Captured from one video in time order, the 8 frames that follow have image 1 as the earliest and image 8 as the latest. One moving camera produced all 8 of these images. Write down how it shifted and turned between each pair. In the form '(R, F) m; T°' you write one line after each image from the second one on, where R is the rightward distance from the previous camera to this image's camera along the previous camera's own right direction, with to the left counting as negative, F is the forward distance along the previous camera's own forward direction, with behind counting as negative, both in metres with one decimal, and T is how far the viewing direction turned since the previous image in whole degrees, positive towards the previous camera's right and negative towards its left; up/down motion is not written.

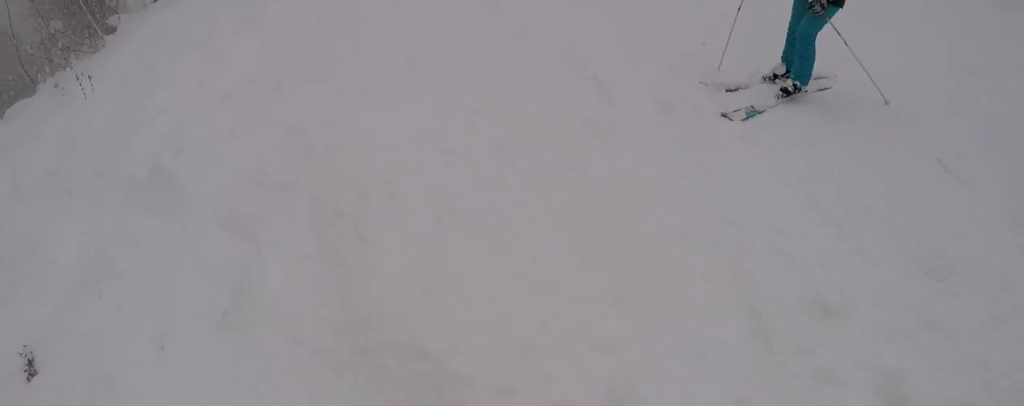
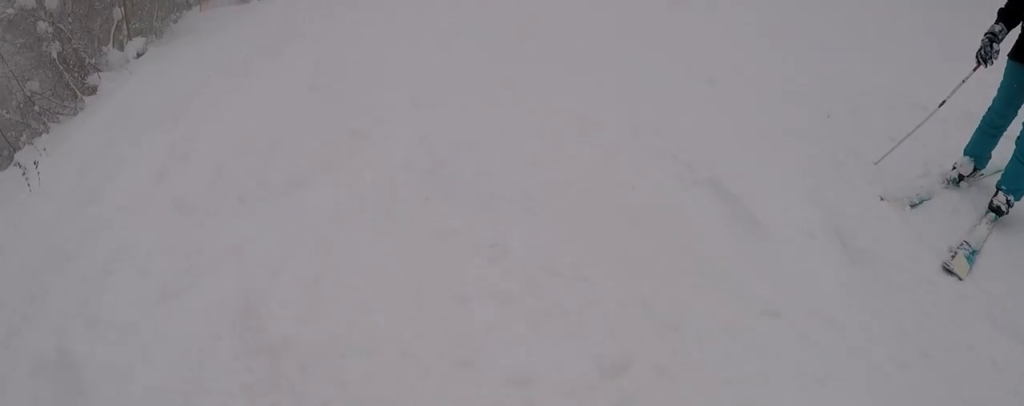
(+0.5, +1.9) m; +3°
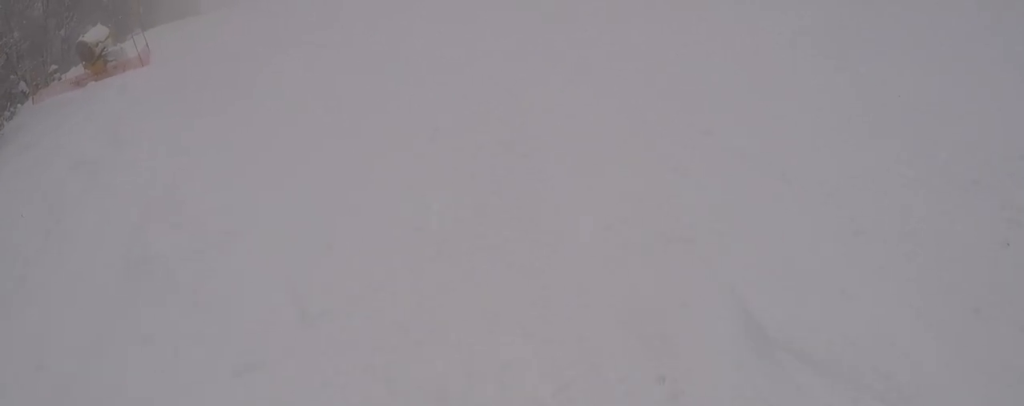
(-0.1, +2.8) m; +1°
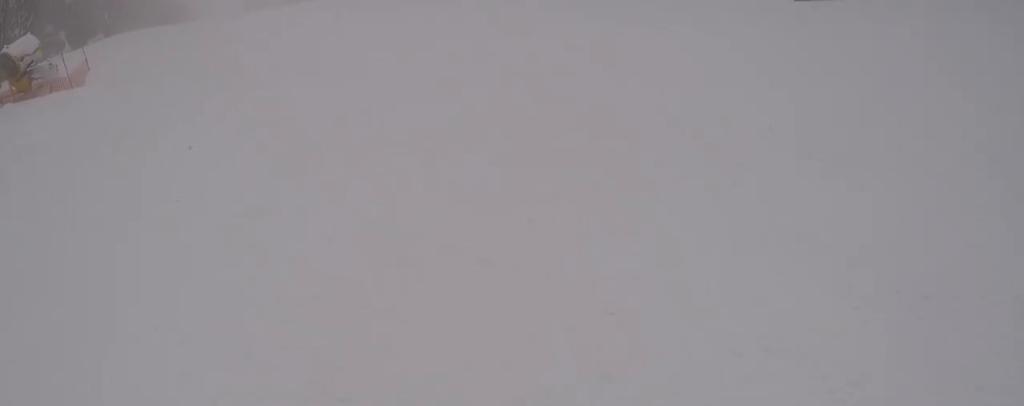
(+0.1, +5.5) m; 0°
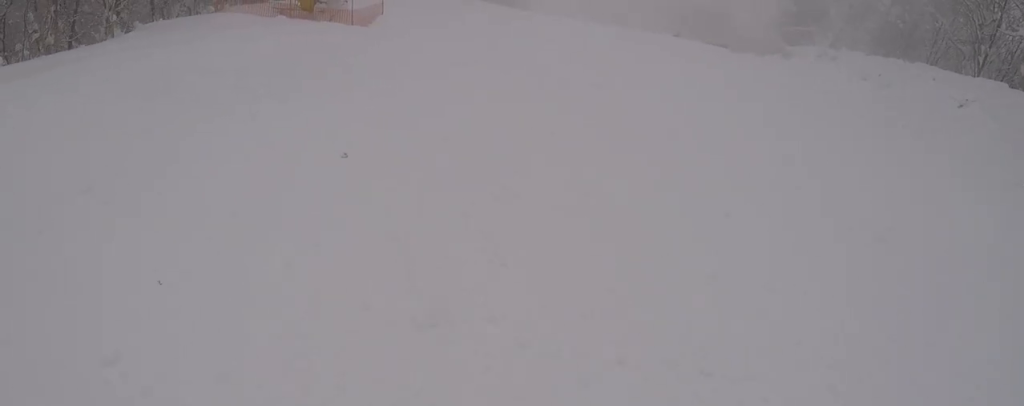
(-0.1, +4.1) m; -4°
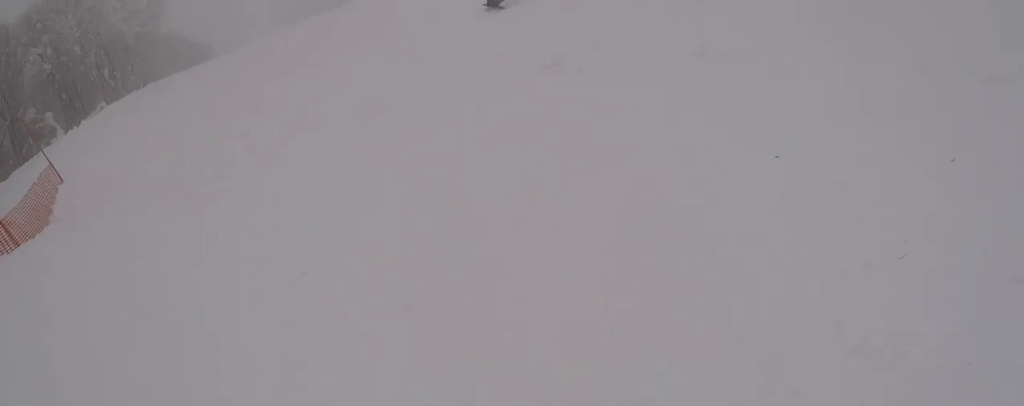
(-0.7, +10.5) m; -11°
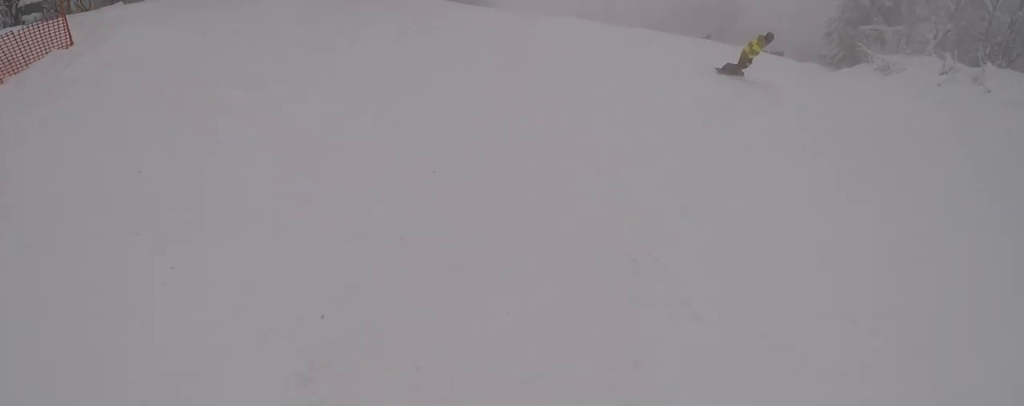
(-0.8, +5.4) m; -8°
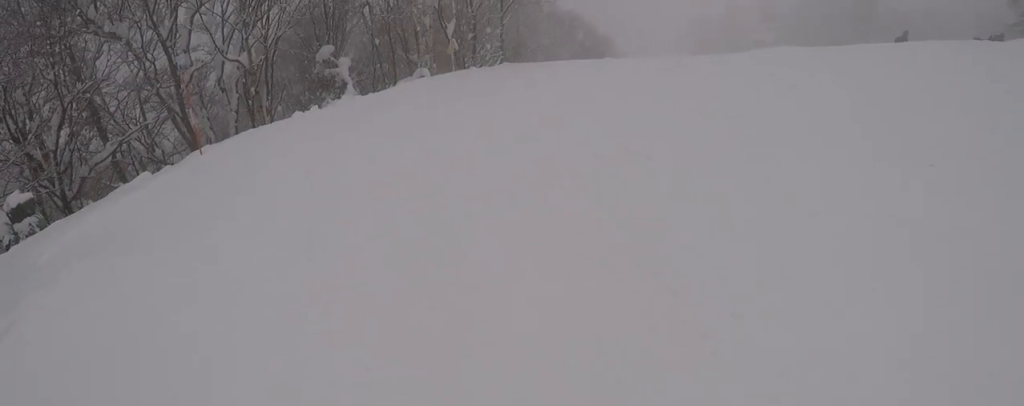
(+0.6, +6.3) m; +21°
